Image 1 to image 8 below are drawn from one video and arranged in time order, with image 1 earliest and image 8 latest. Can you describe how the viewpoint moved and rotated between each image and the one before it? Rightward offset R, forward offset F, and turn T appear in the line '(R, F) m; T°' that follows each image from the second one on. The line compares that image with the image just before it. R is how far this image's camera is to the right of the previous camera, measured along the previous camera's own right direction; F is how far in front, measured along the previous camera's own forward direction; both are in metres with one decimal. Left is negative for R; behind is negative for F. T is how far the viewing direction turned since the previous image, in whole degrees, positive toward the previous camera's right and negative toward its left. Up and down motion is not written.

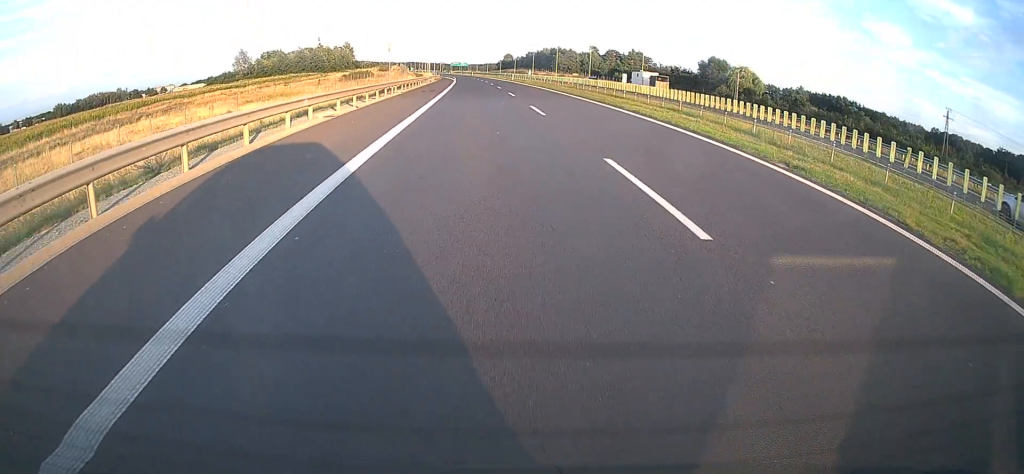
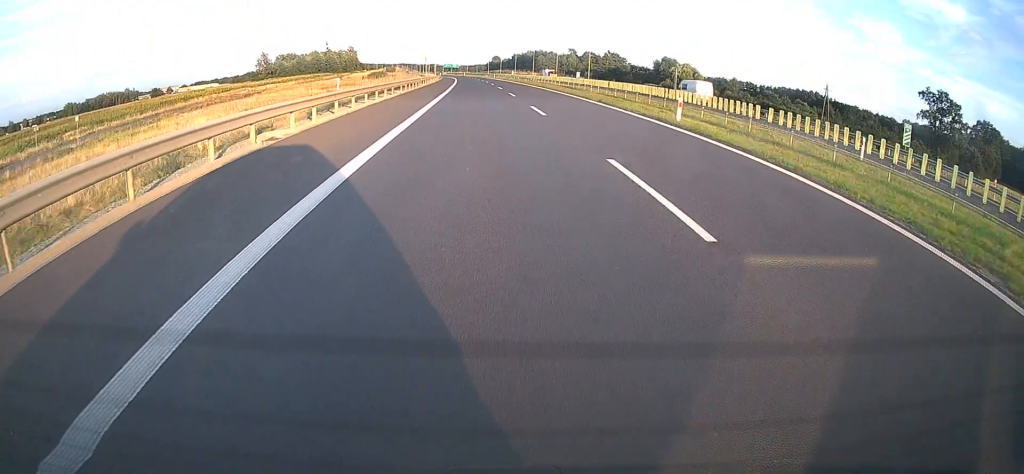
(+0.6, +35.5) m; +2°
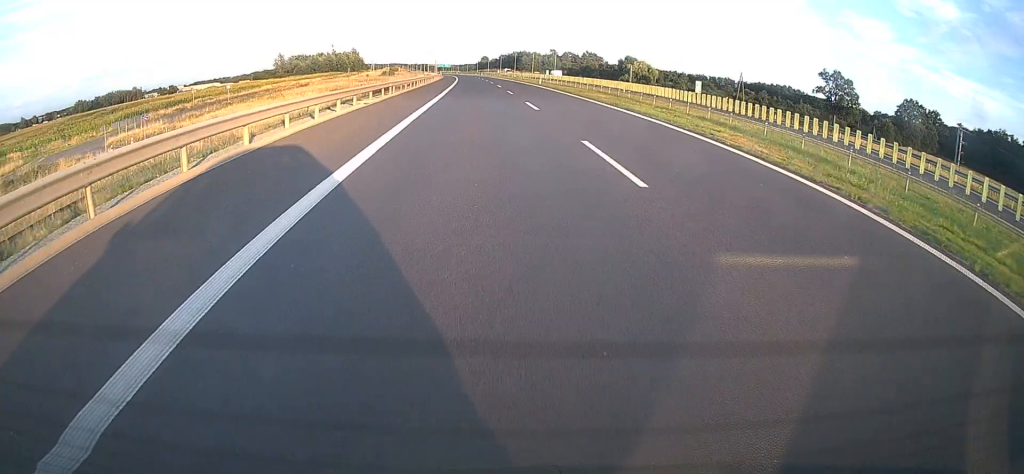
(+0.2, +37.6) m; +1°
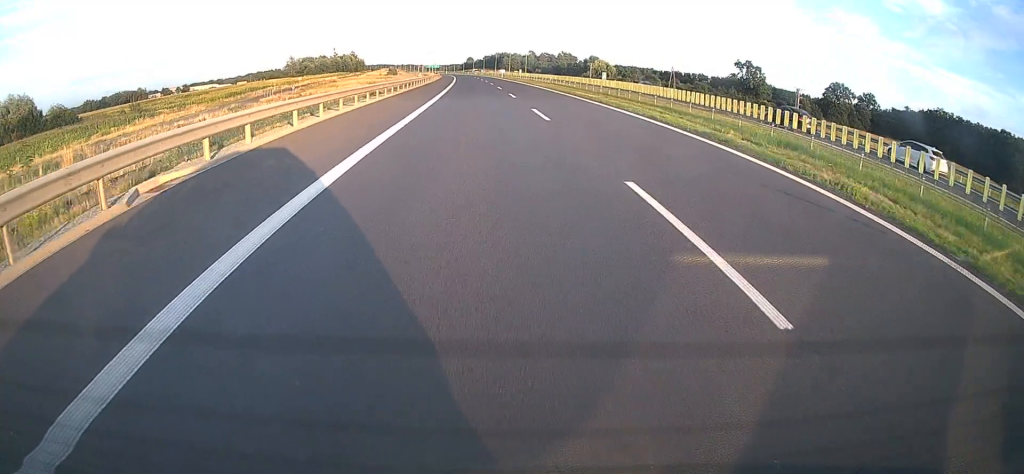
(+0.6, +43.6) m; +1°
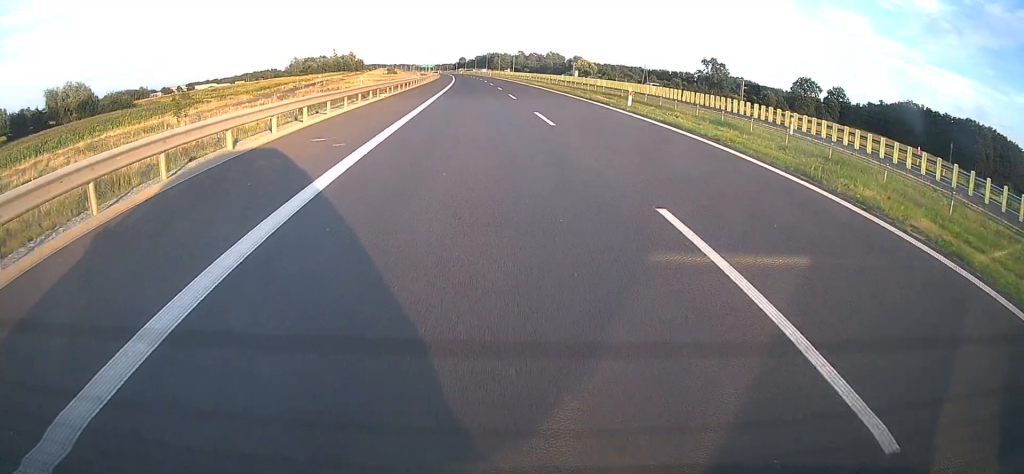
(+0.1, +22.4) m; +1°
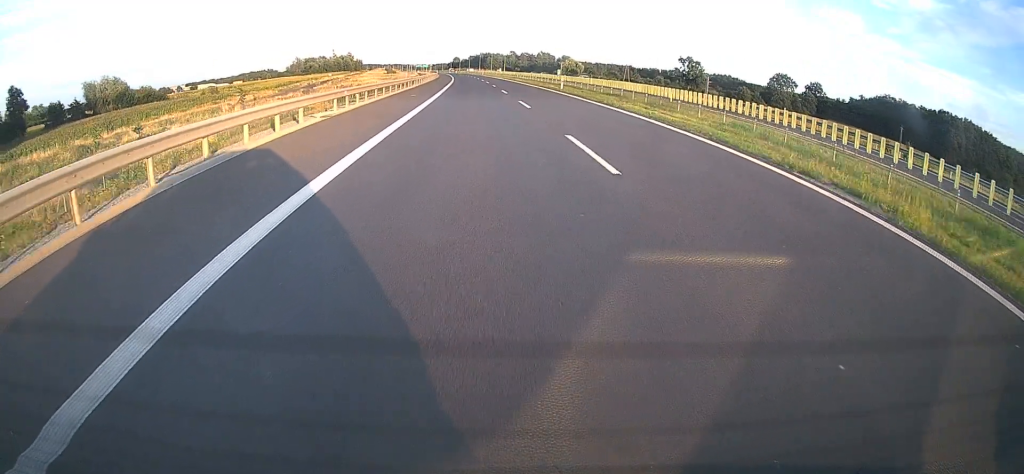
(0.0, +17.5) m; +1°
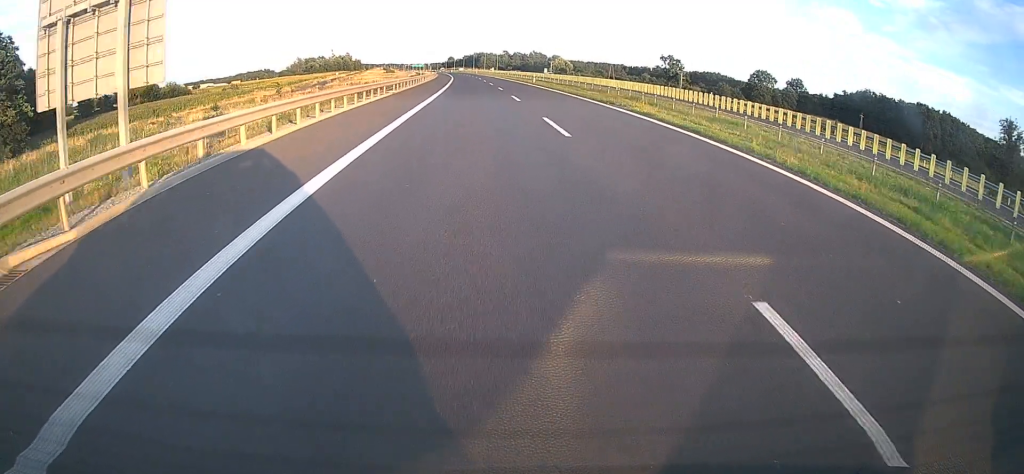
(+0.2, +15.6) m; +1°
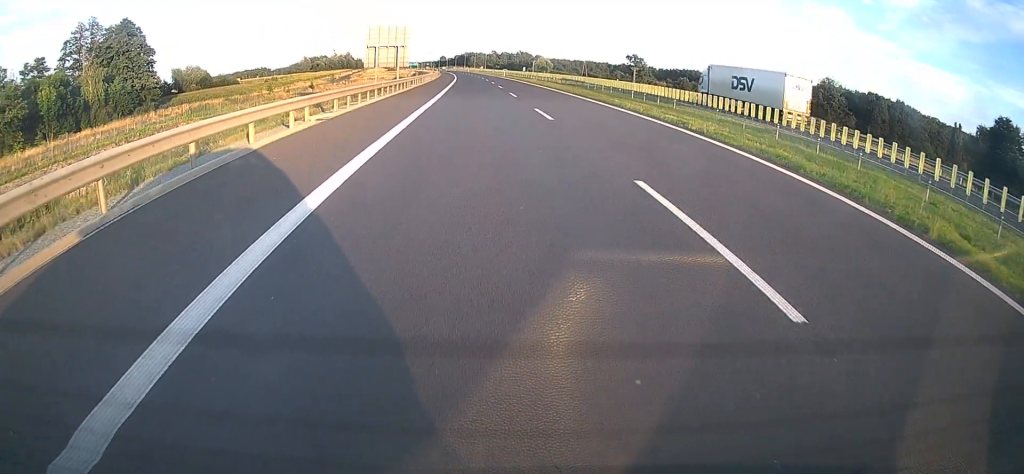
(+0.5, +39.0) m; +1°
